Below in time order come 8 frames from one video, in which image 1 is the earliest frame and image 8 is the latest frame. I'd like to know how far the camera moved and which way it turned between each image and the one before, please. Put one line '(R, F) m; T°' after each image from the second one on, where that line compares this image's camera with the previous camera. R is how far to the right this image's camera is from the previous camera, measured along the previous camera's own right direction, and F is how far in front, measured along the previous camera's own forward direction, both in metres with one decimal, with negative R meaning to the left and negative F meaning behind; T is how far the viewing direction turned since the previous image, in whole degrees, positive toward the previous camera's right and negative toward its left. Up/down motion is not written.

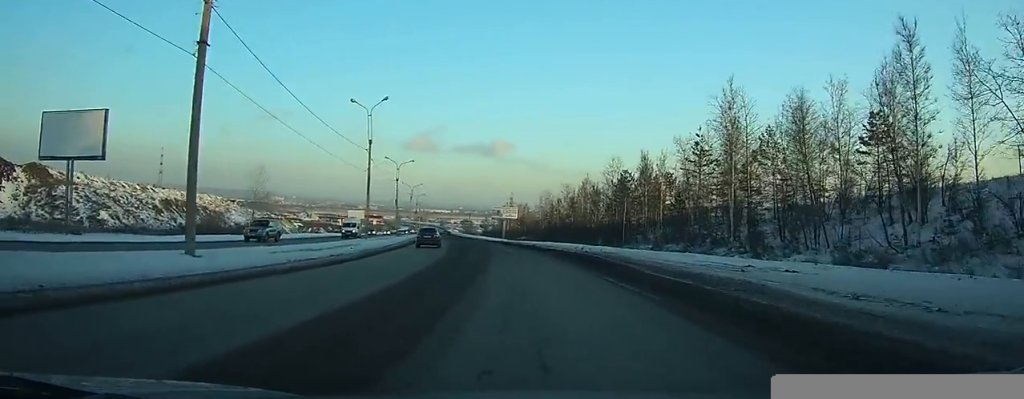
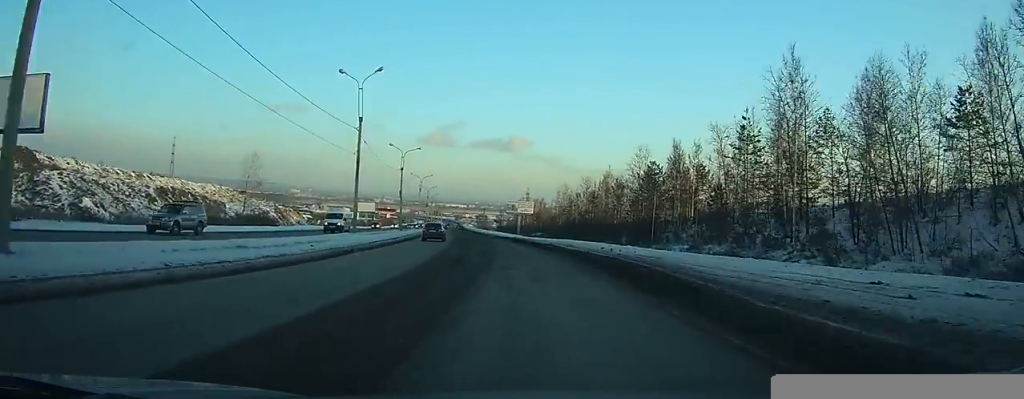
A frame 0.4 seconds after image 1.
(0.0, +7.7) m; -1°
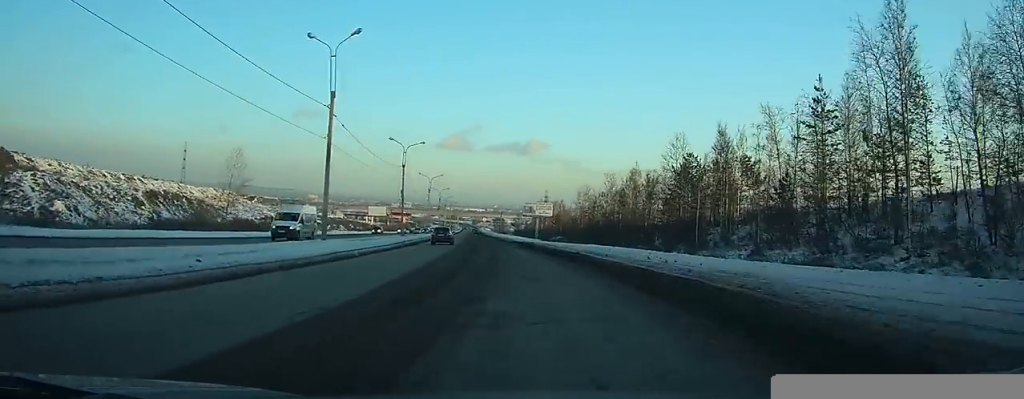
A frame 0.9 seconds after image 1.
(-0.2, +9.6) m; -2°
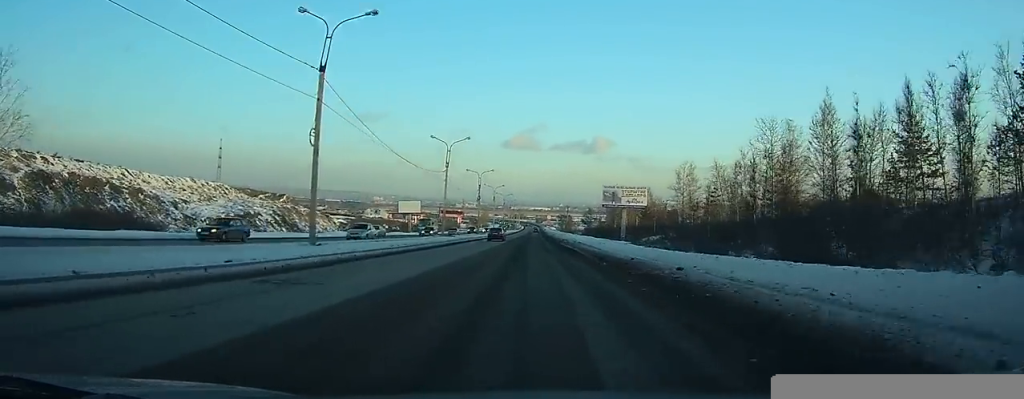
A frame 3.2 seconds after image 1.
(-3.0, +43.1) m; -7°
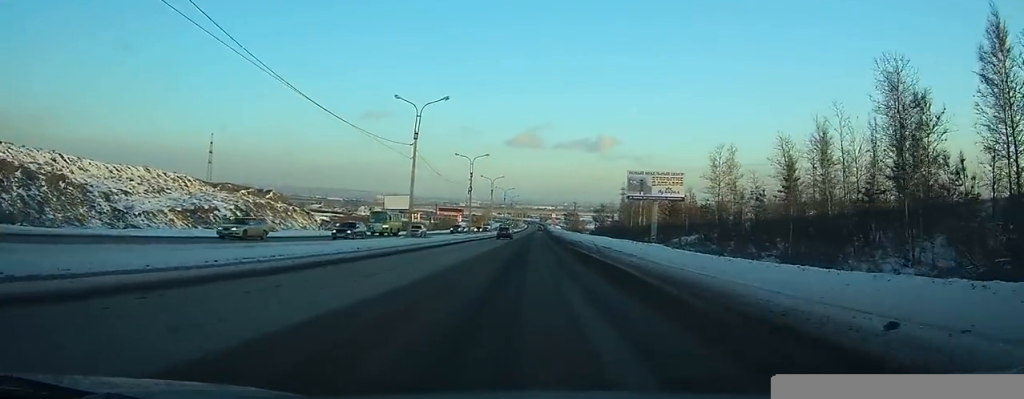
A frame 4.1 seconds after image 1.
(-0.4, +18.5) m; -2°
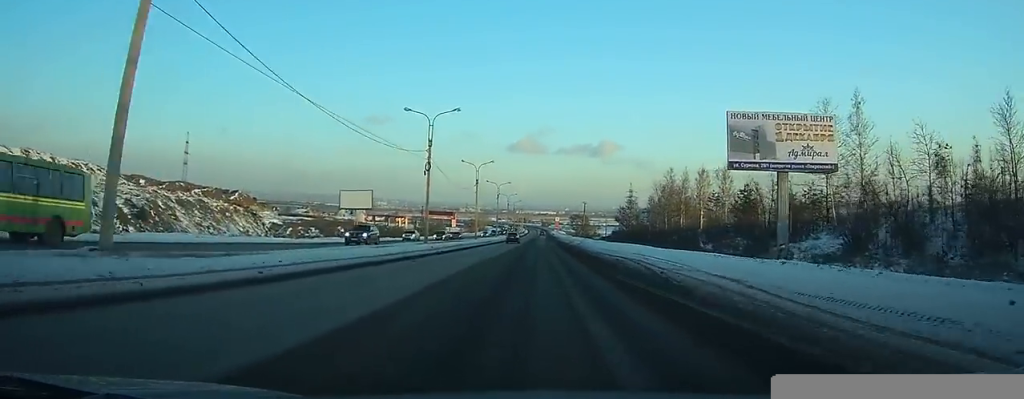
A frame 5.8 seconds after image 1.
(-0.7, +32.0) m; -2°
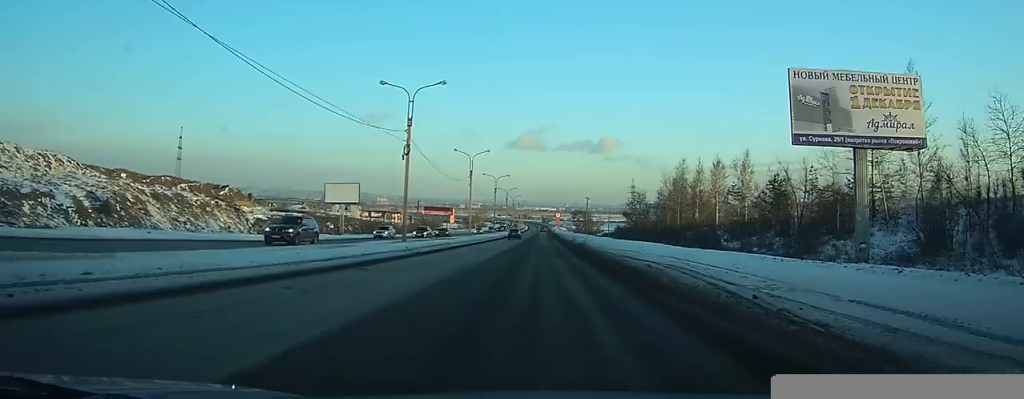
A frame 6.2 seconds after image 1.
(-0.1, +7.7) m; 0°
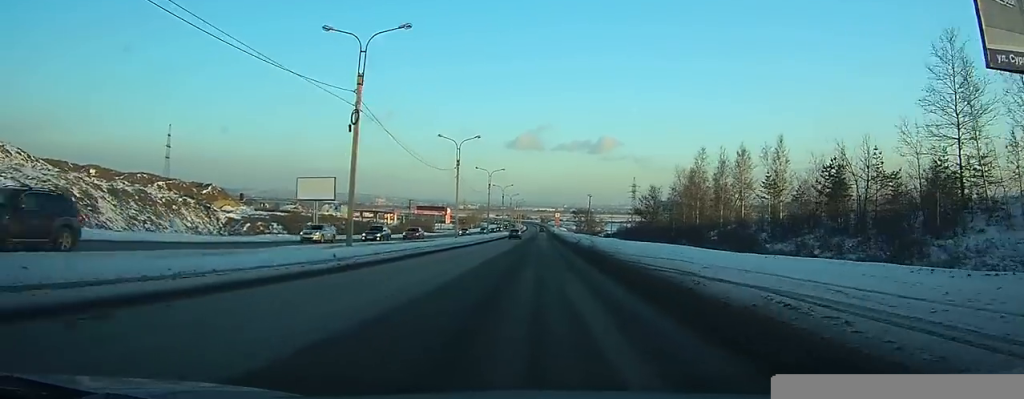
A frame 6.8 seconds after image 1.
(0.0, +11.0) m; 0°
